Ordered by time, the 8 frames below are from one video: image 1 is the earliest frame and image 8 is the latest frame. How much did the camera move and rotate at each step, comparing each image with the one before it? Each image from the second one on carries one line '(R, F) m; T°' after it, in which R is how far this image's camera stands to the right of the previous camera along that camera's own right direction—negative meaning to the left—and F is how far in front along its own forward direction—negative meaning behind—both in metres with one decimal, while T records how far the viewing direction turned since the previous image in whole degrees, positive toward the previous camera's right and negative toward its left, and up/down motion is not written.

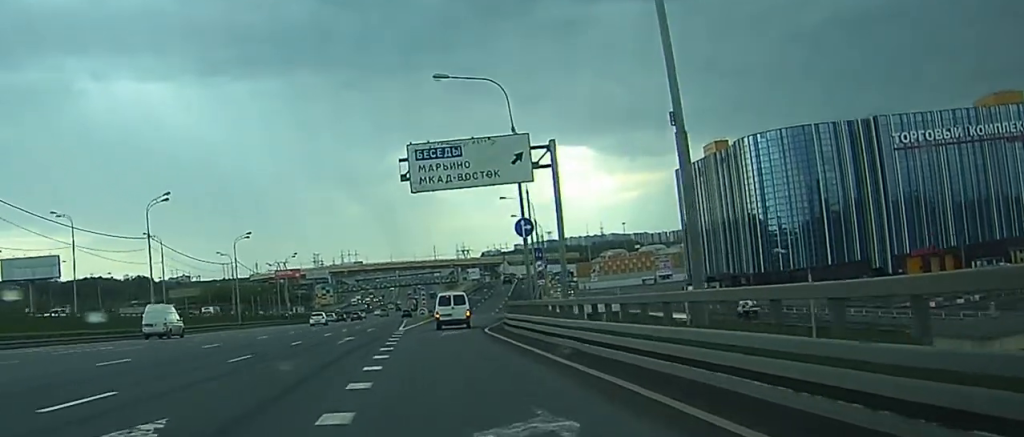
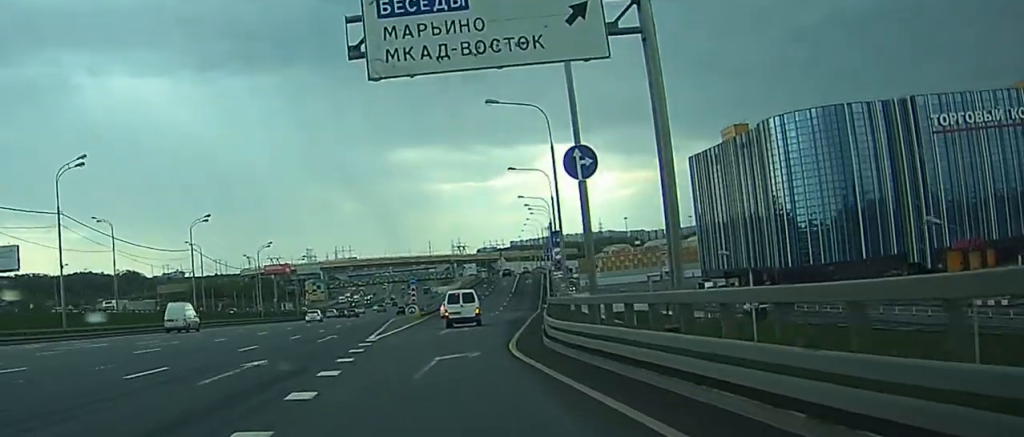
(0.0, +18.0) m; 0°
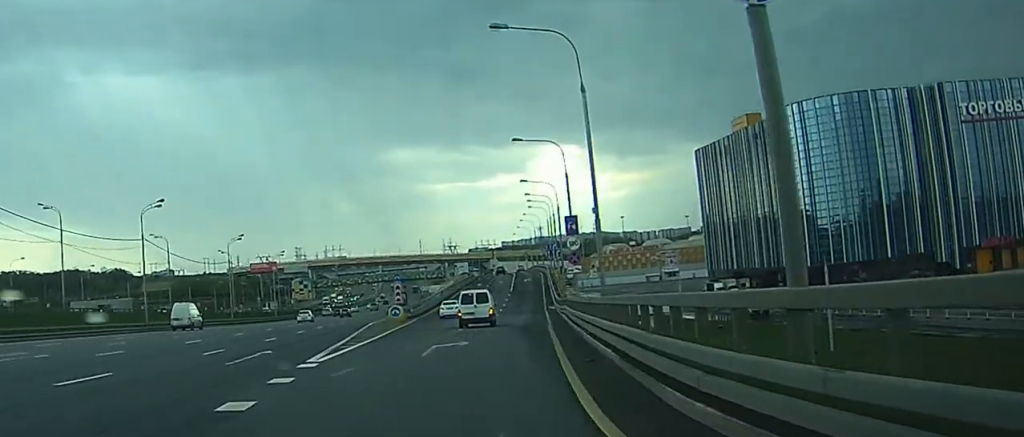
(0.0, +13.6) m; 0°
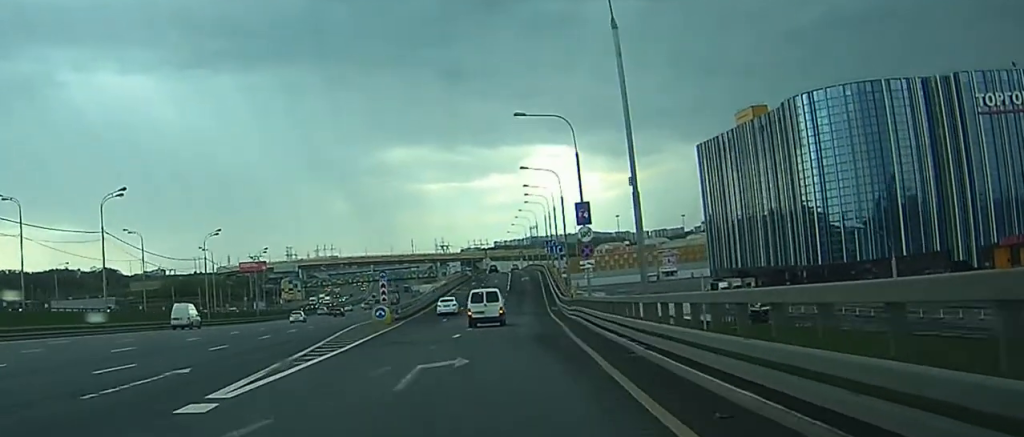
(0.0, +8.6) m; 0°
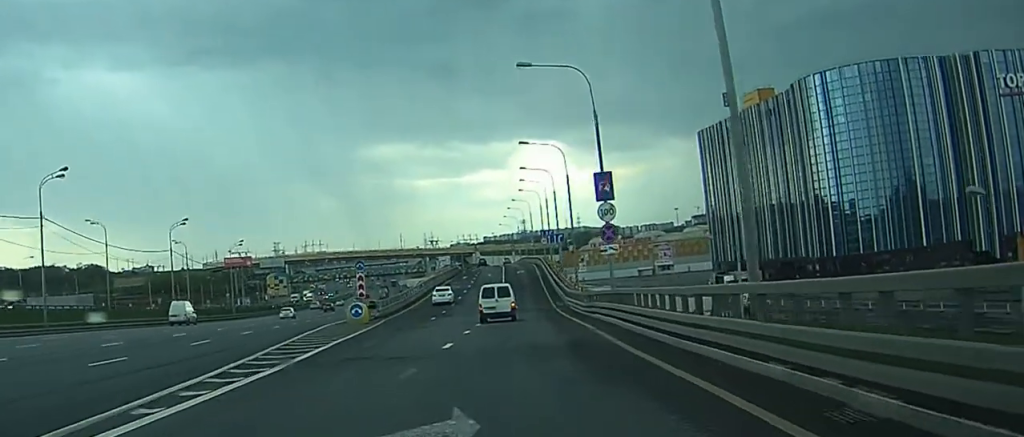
(0.0, +10.6) m; 0°
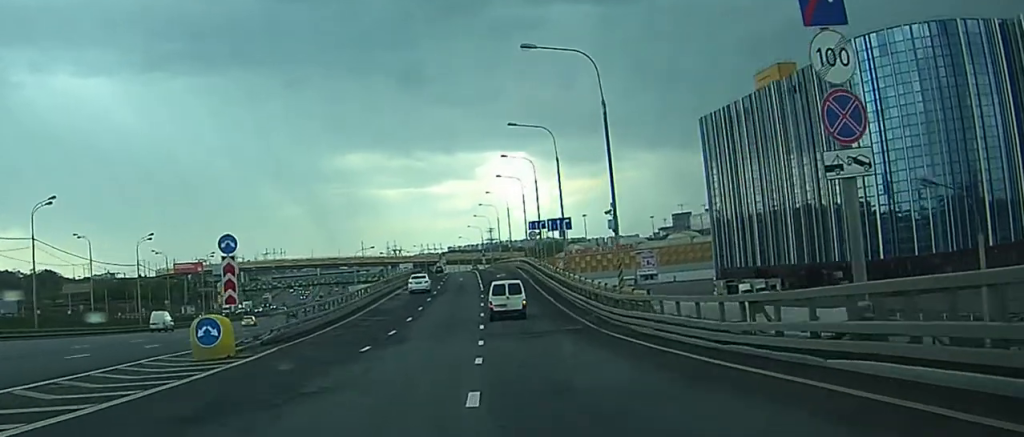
(+0.4, +29.0) m; +2°
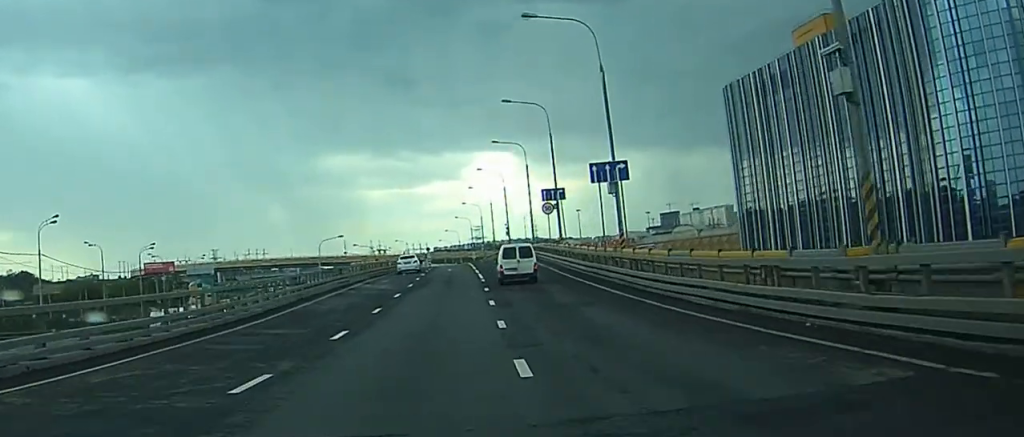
(+0.2, +25.1) m; +1°
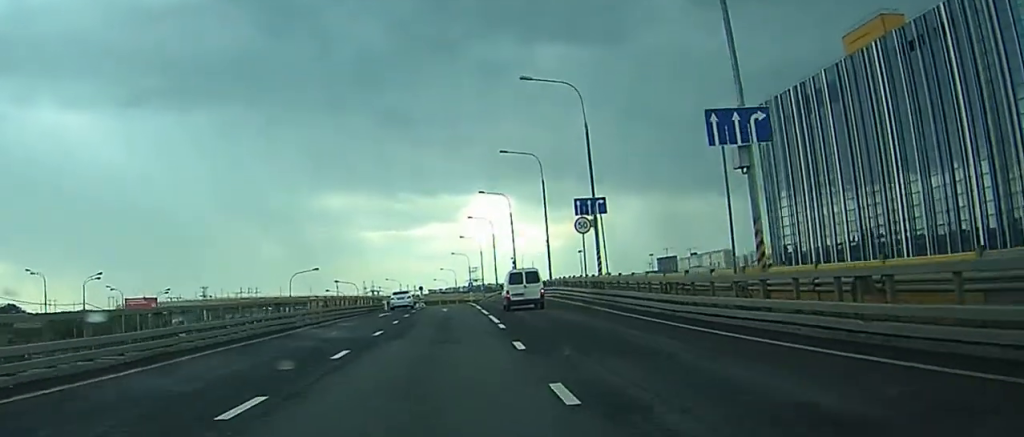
(+0.2, +18.0) m; +1°
